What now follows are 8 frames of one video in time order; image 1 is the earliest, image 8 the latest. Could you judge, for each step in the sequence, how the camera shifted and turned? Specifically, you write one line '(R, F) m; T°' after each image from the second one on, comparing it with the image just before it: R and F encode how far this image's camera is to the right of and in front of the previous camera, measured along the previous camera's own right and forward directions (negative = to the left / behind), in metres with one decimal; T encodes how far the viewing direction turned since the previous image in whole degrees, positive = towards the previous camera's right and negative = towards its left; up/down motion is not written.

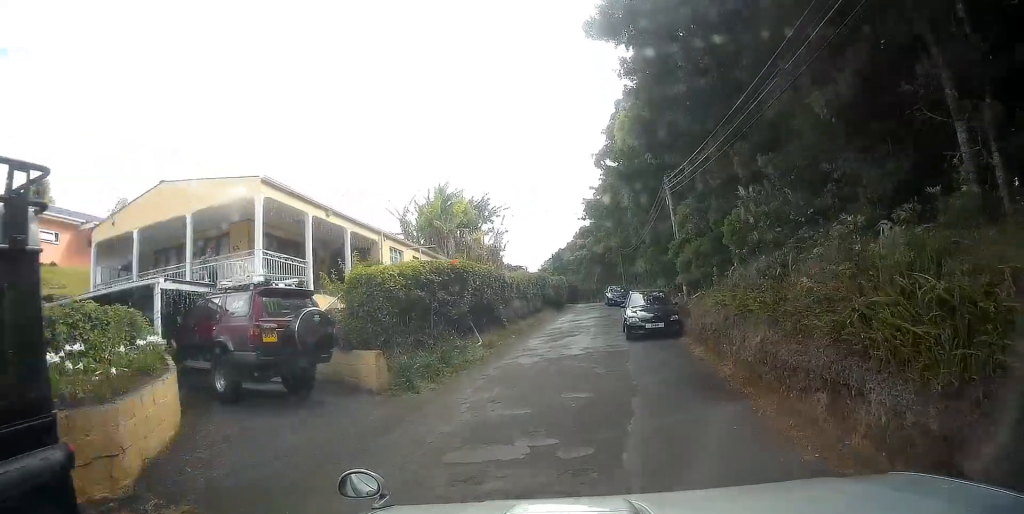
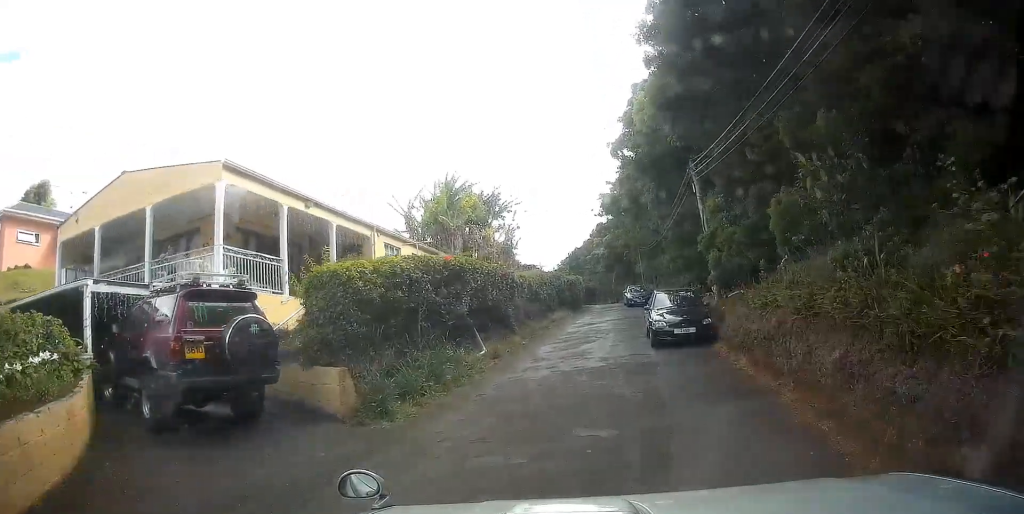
(+0.1, +2.2) m; -3°
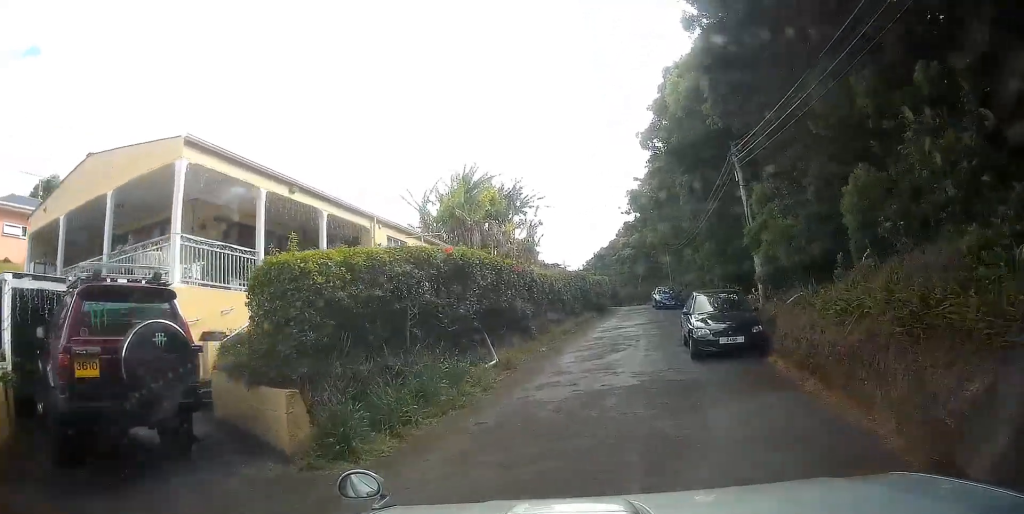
(-0.2, +2.4) m; -2°
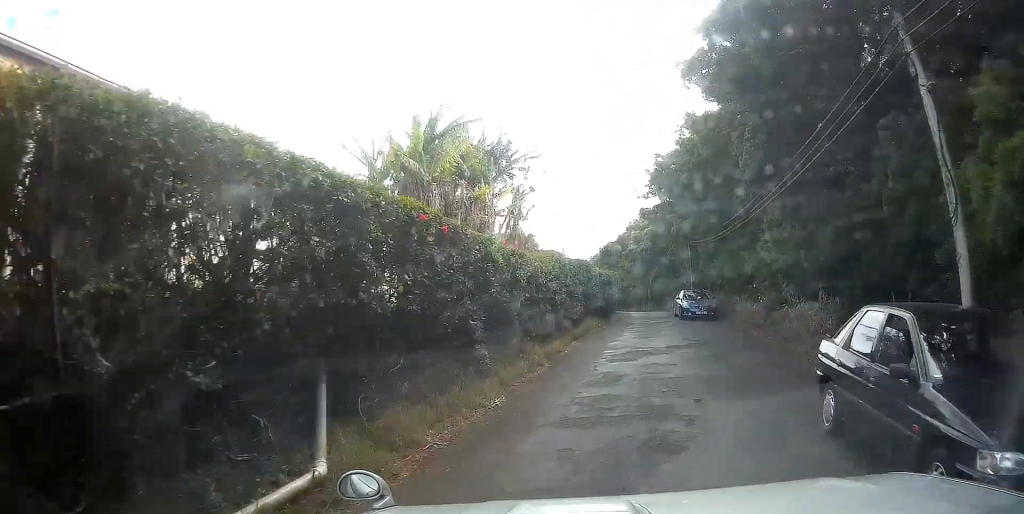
(-0.2, +9.0) m; +1°
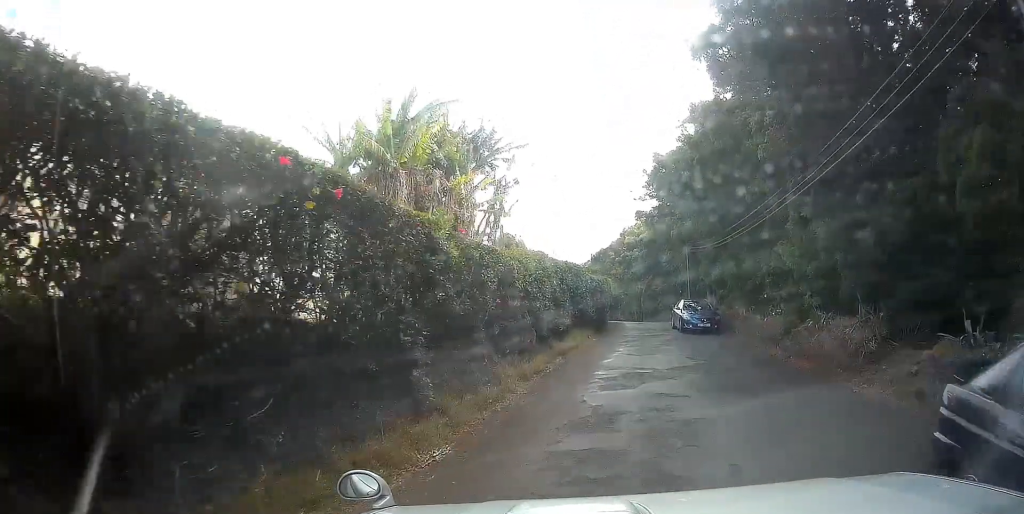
(0.0, +2.8) m; +1°
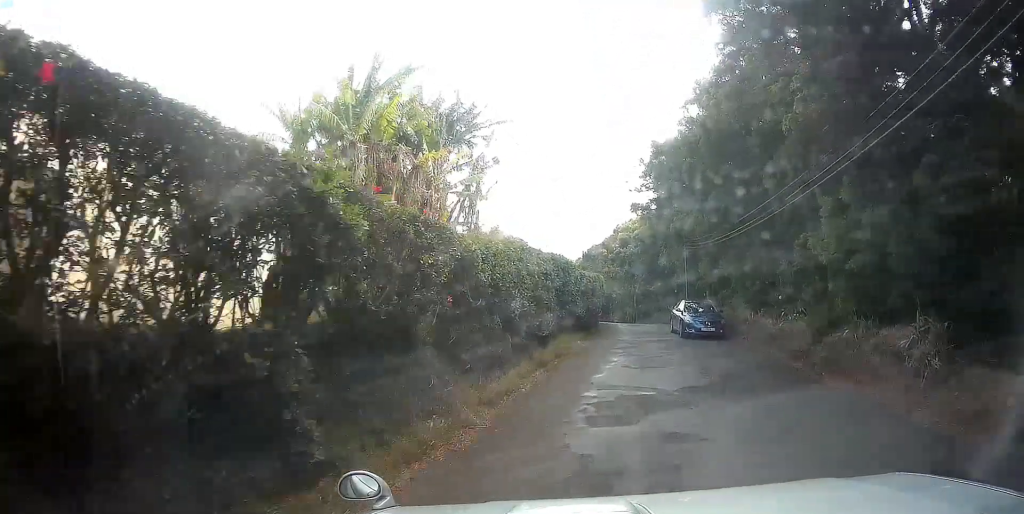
(0.0, +2.6) m; +1°
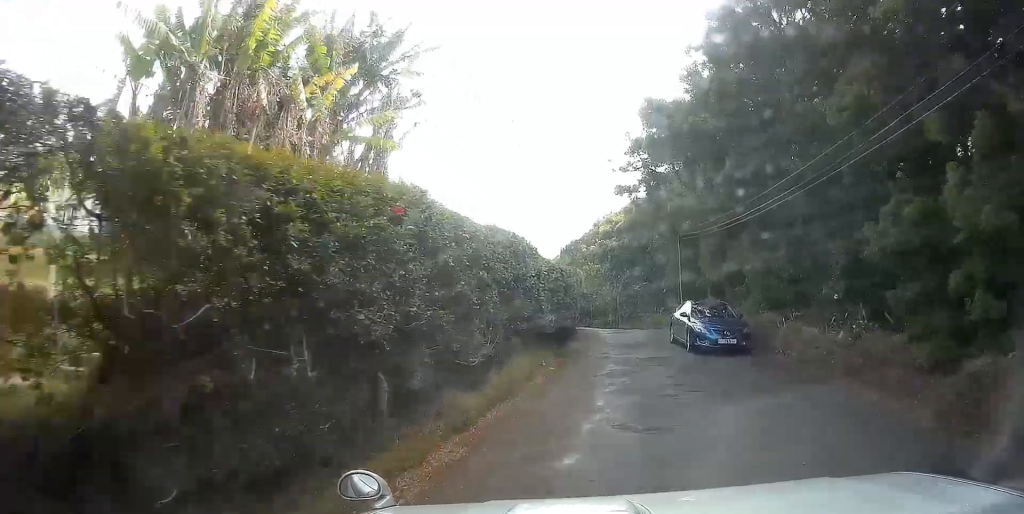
(+0.2, +5.5) m; +2°
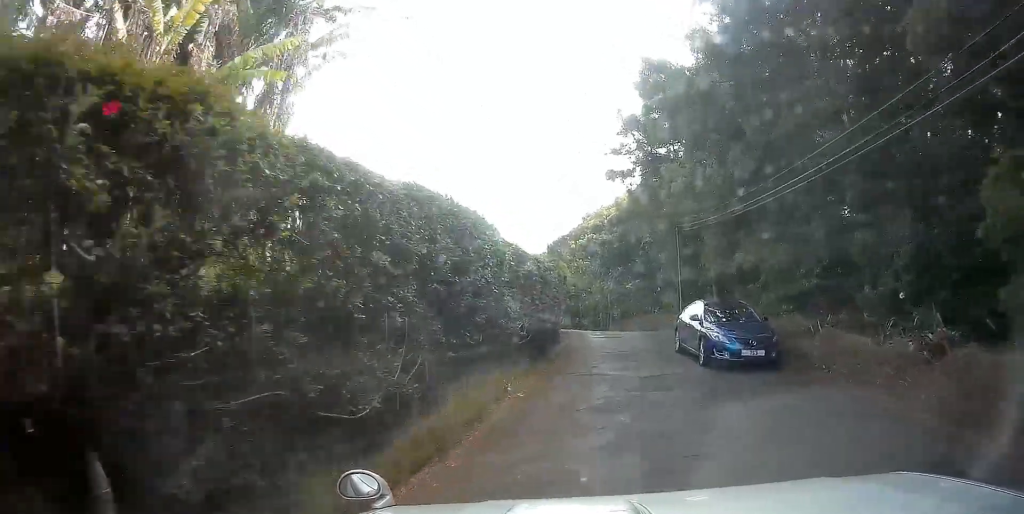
(+0.1, +3.5) m; +2°
